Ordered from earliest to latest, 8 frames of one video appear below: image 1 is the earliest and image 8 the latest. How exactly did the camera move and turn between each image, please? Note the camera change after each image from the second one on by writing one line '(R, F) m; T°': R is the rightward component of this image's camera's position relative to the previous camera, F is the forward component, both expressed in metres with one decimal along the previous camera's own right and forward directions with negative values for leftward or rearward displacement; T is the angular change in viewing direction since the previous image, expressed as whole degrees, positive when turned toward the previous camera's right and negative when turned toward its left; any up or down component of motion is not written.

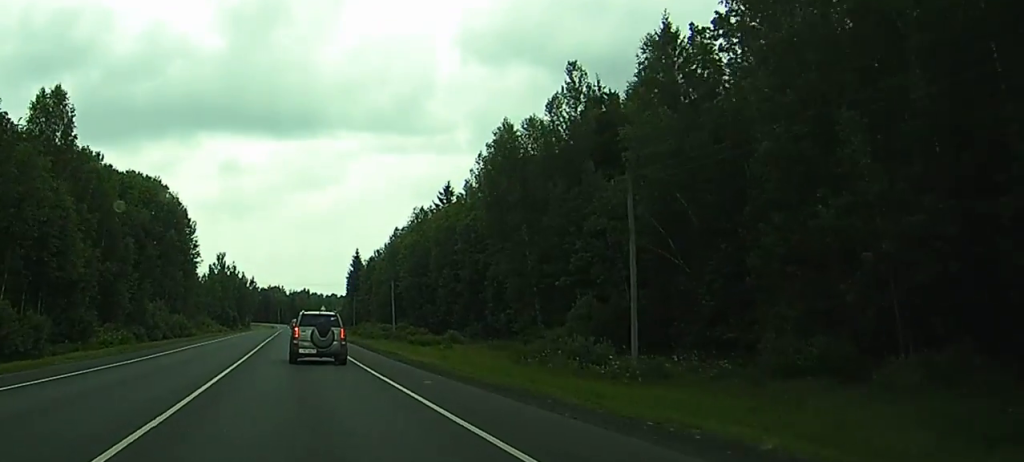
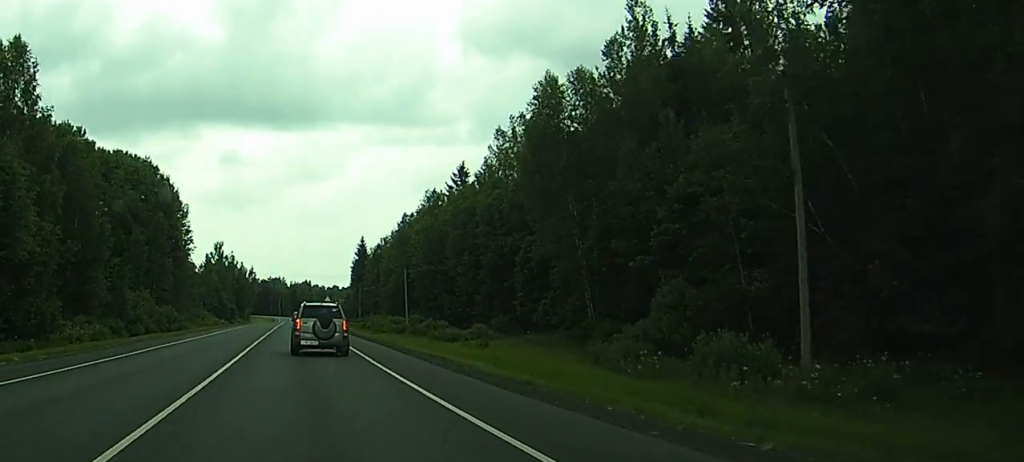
(0.0, +12.6) m; 0°
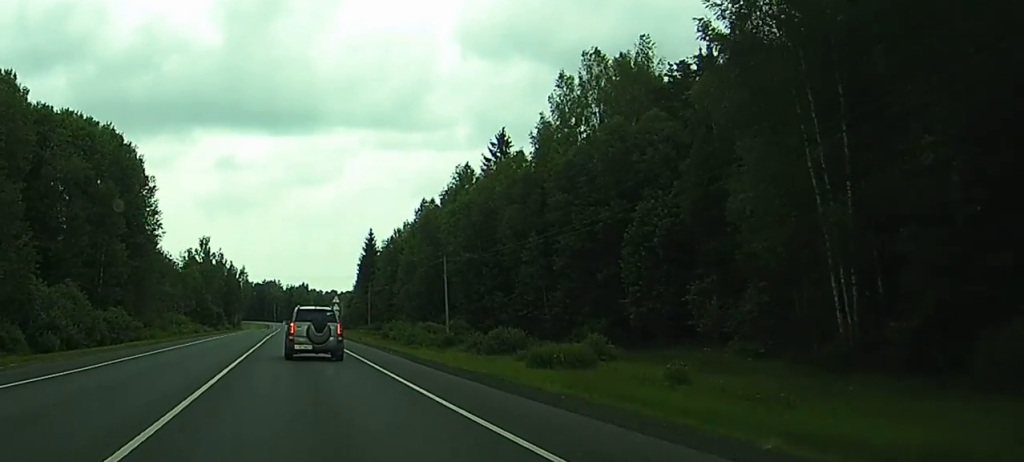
(+0.2, +30.7) m; +1°
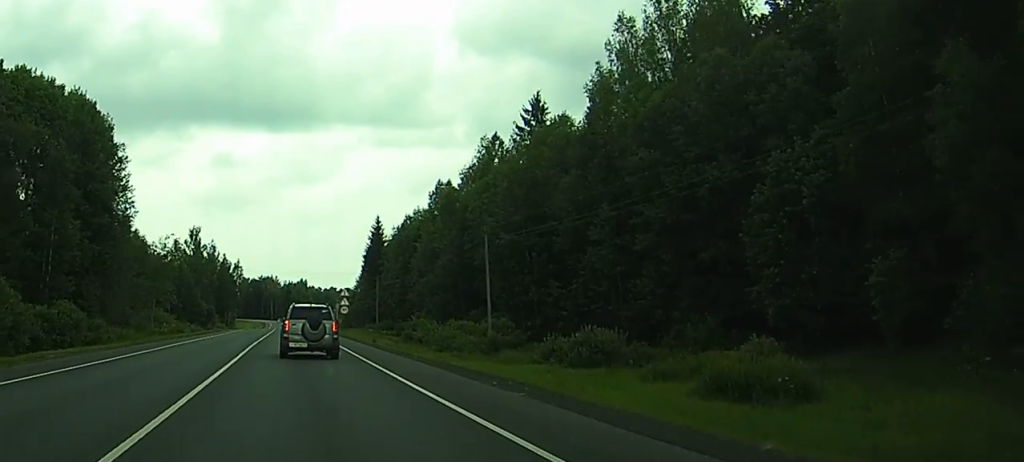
(0.0, +18.1) m; 0°
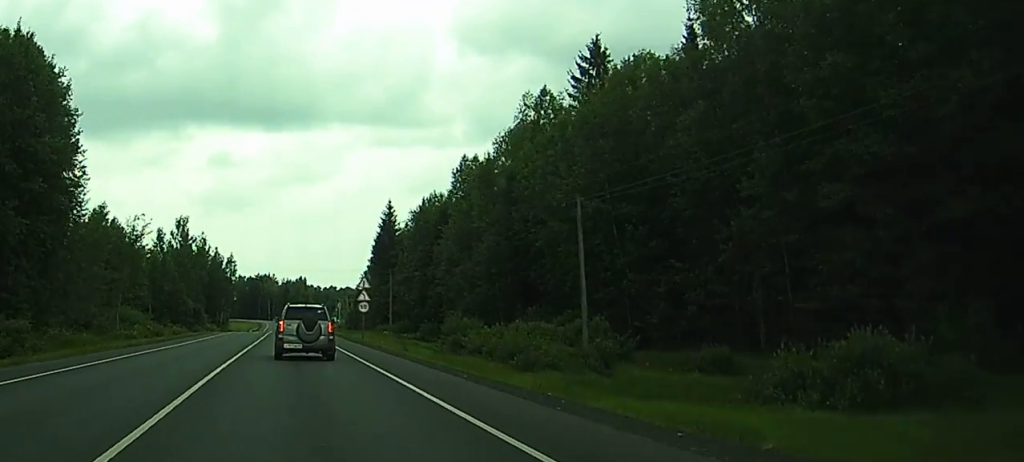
(0.0, +21.2) m; 0°
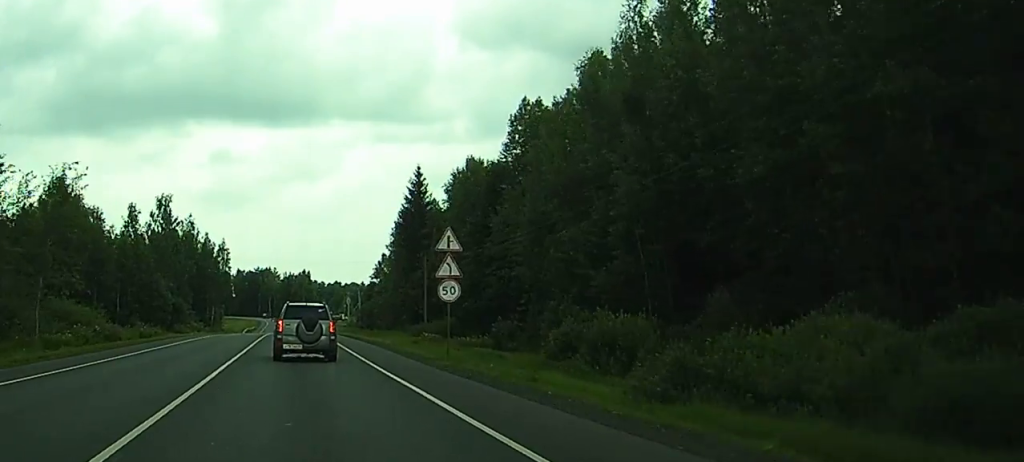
(0.0, +29.5) m; 0°
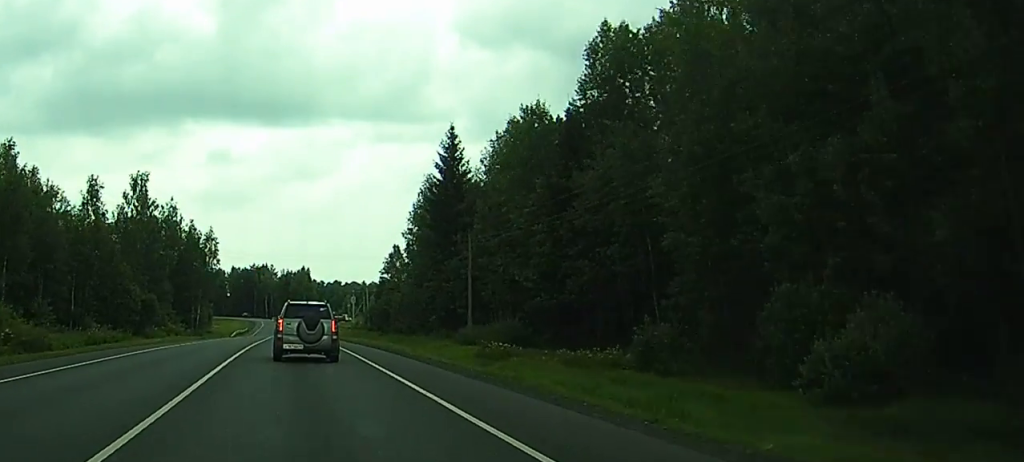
(+0.1, +24.0) m; 0°
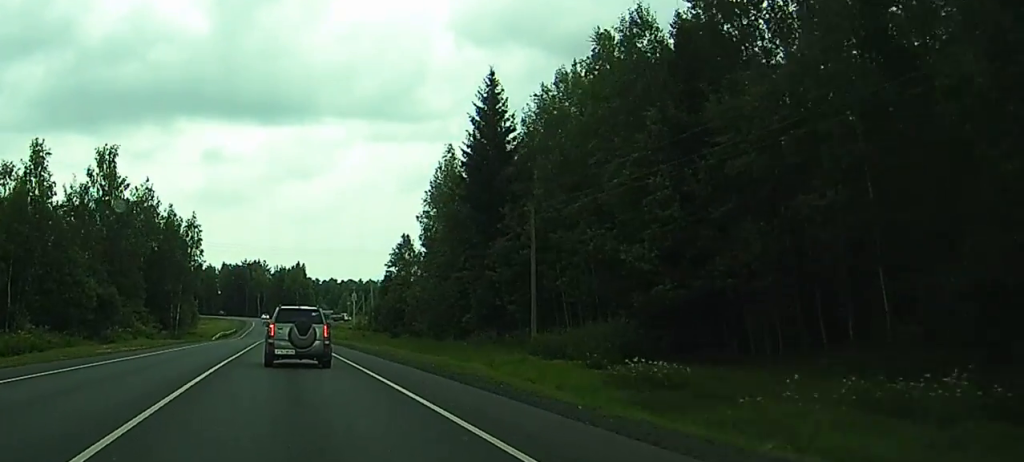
(0.0, +20.1) m; 0°
